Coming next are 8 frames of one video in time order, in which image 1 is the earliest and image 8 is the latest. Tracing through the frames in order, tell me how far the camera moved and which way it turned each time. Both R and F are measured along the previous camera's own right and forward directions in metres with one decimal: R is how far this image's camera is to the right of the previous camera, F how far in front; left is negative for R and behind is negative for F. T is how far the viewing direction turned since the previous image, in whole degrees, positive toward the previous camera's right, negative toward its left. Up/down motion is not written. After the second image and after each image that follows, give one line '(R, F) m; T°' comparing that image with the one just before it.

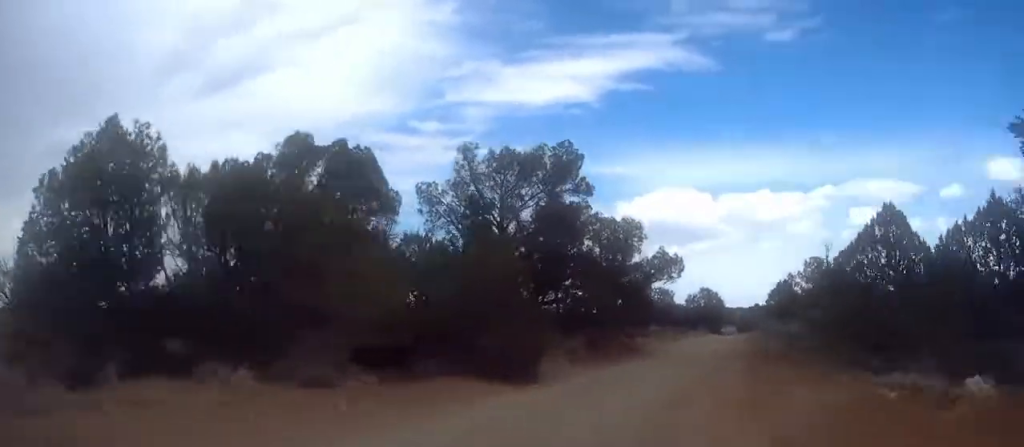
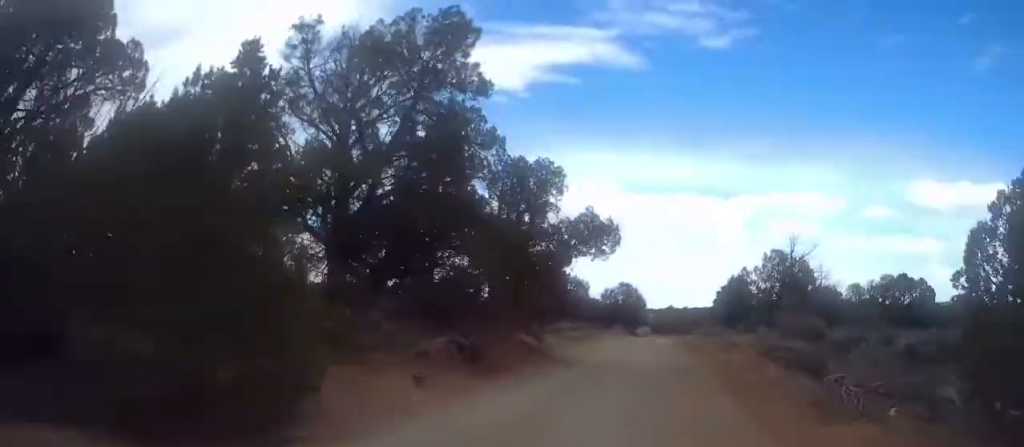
(+0.1, +12.3) m; +4°
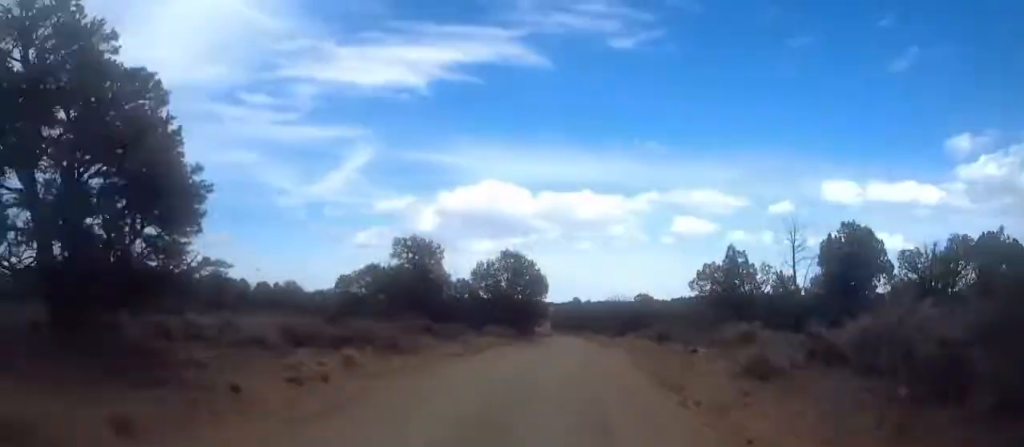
(+6.6, +37.5) m; +17°
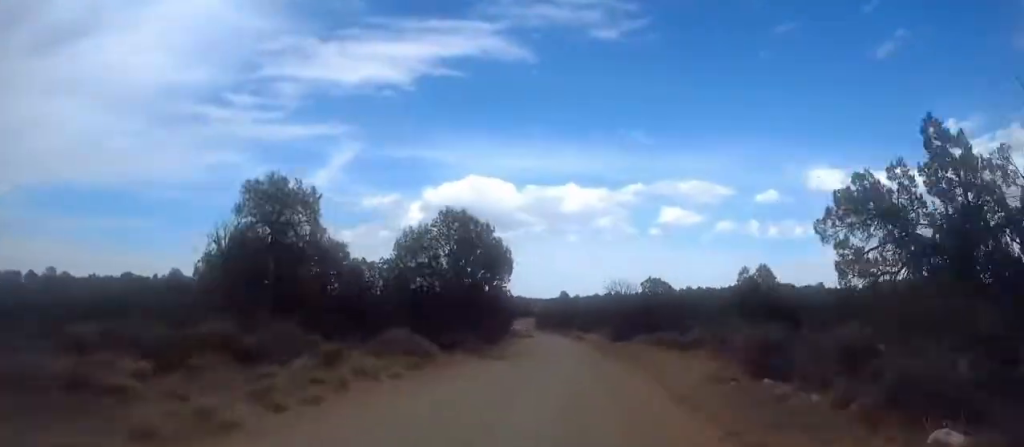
(+1.6, +19.6) m; +5°
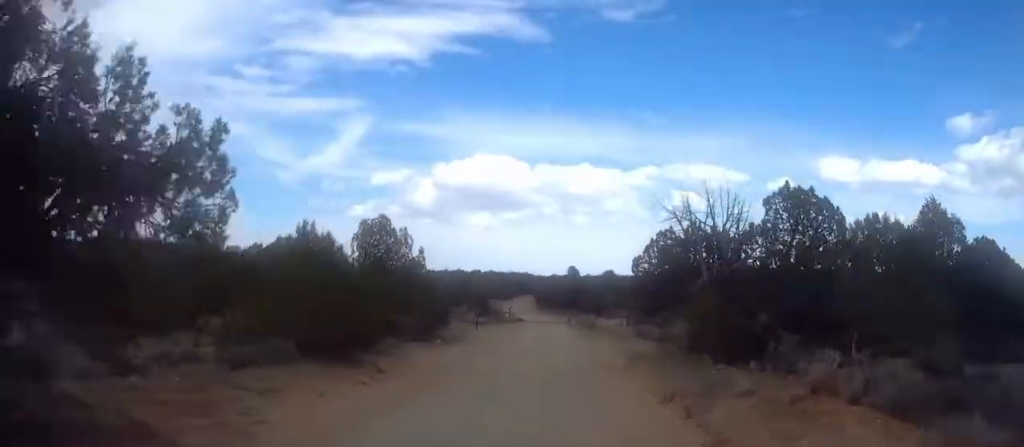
(0.0, +31.6) m; -1°
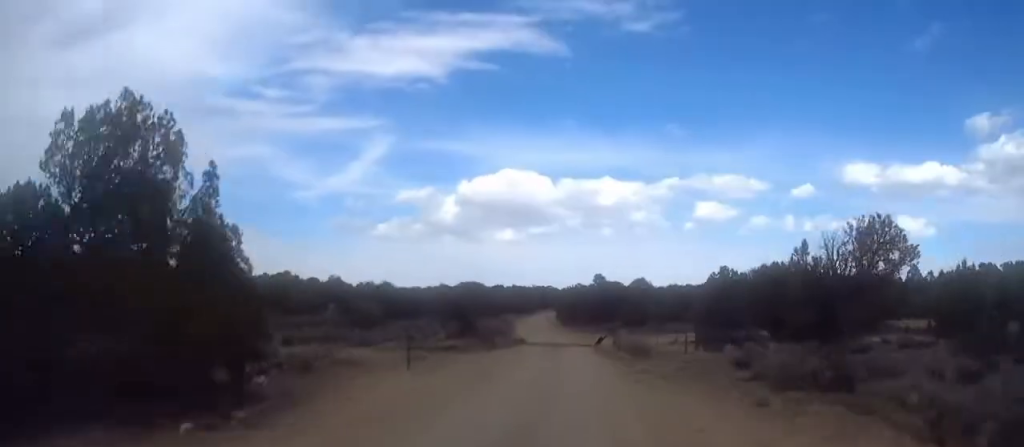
(-0.3, +23.1) m; -2°
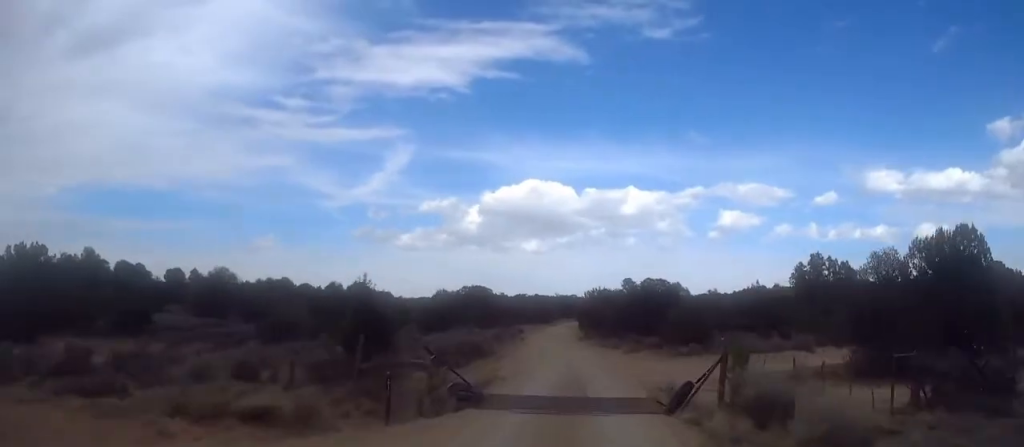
(-0.5, +22.9) m; -3°
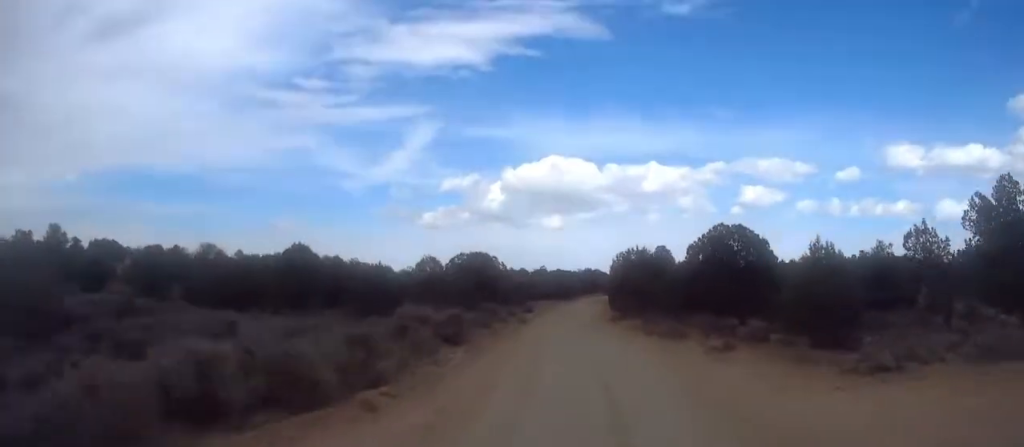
(-0.5, +23.6) m; -2°
